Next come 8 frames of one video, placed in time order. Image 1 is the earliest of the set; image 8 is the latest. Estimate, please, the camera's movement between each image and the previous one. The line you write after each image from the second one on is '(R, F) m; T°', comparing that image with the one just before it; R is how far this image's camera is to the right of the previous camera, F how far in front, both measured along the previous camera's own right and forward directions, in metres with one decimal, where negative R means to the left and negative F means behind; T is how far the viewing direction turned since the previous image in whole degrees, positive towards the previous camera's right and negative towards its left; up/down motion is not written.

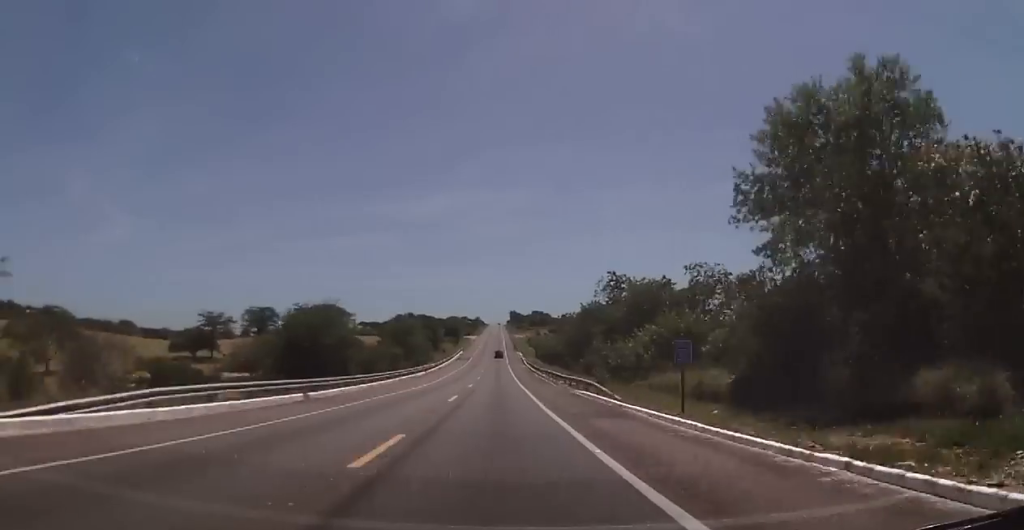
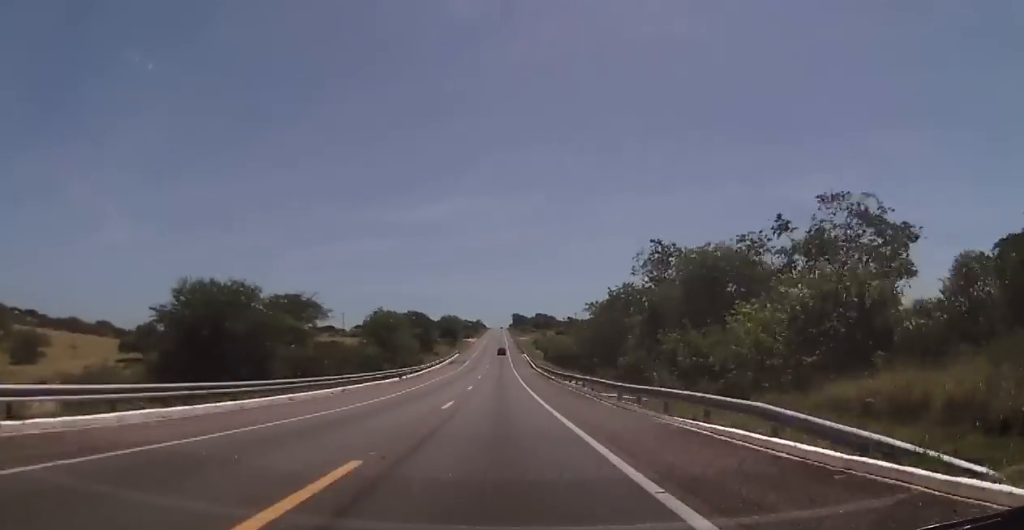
(0.0, +22.2) m; 0°
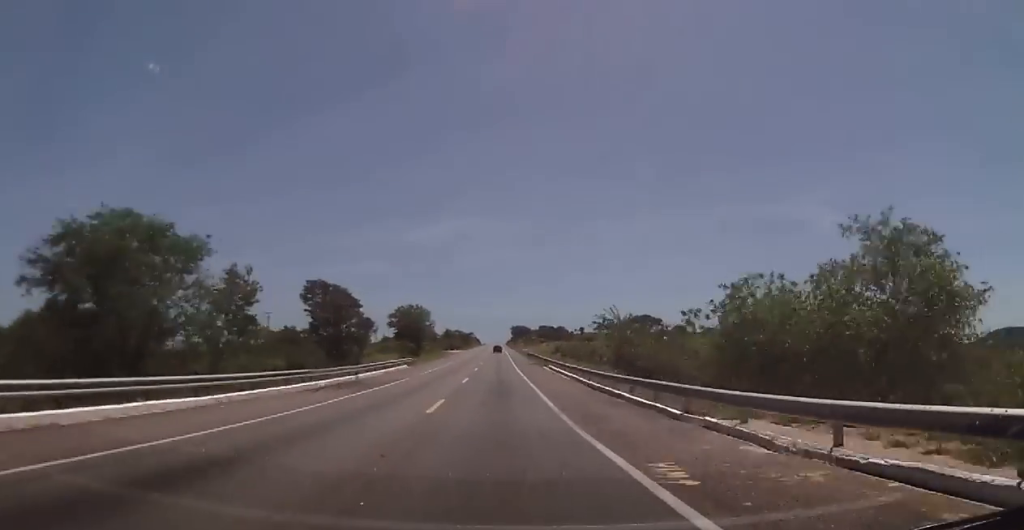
(+0.1, +75.7) m; 0°
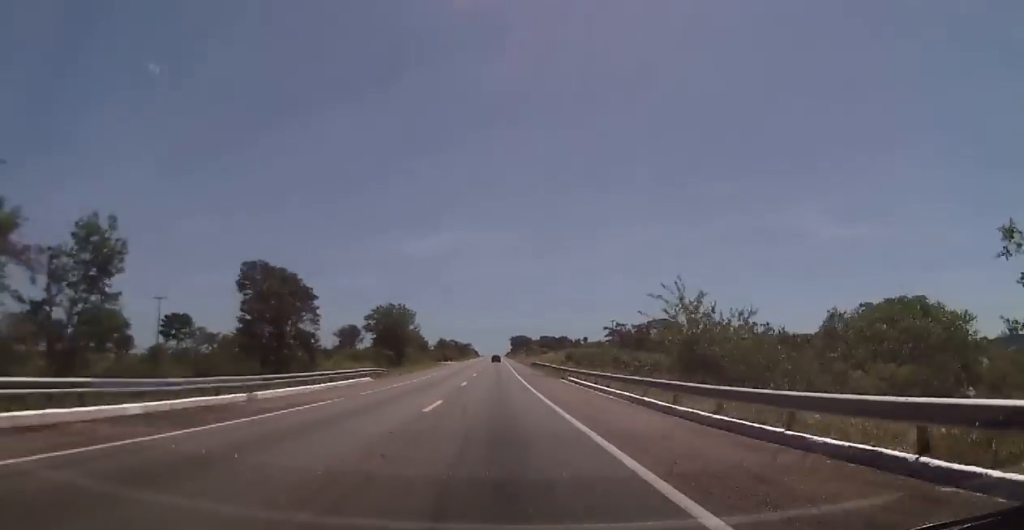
(0.0, +18.3) m; 0°
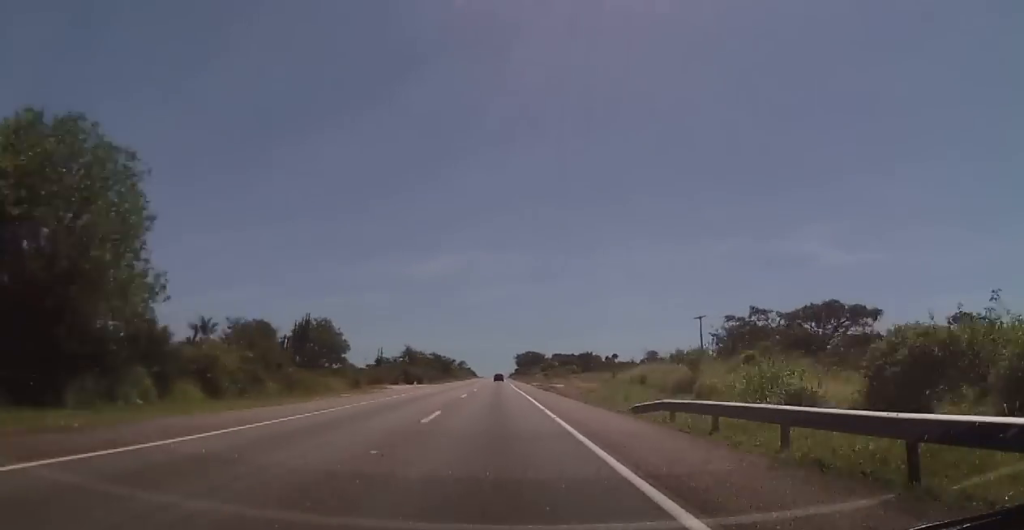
(+0.1, +73.0) m; 0°
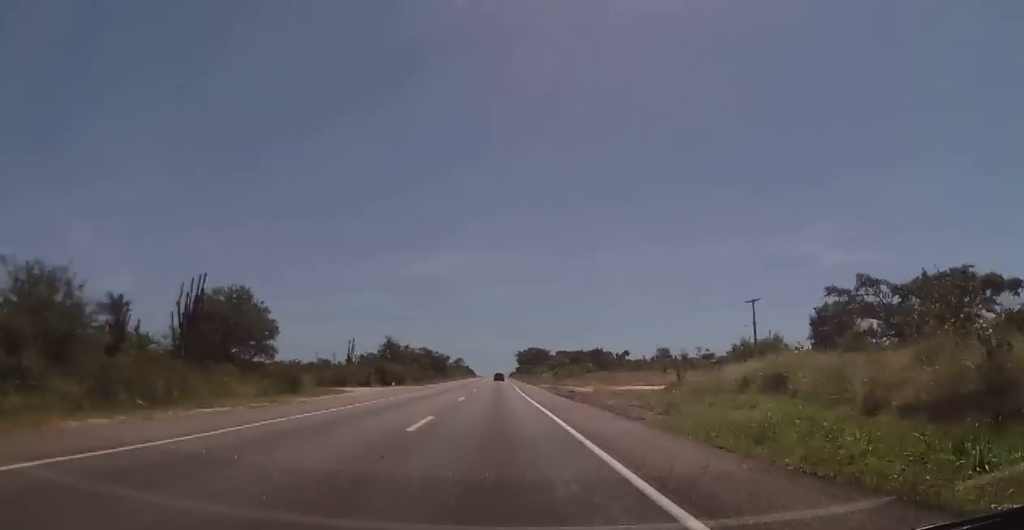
(0.0, +20.9) m; 0°
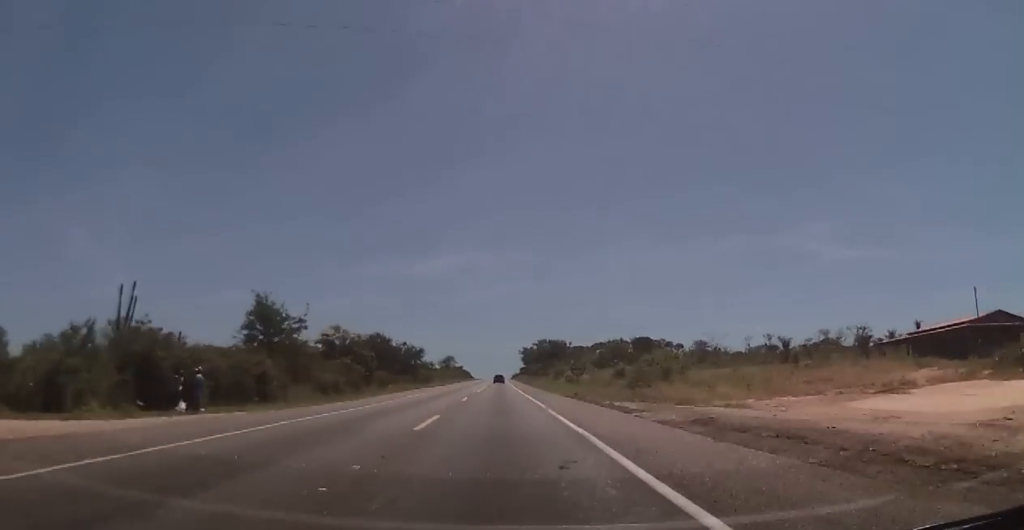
(-0.6, +53.9) m; 0°
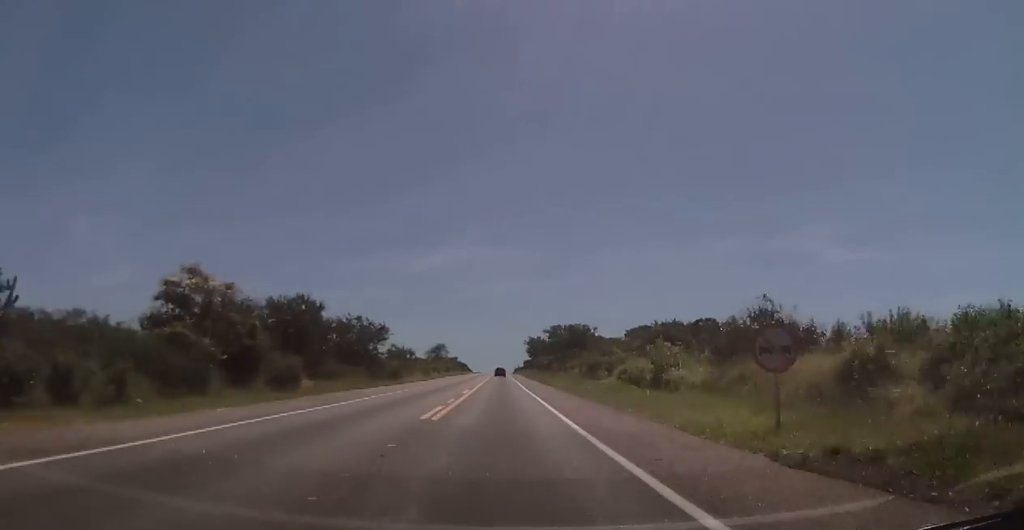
(+0.4, +34.2) m; +1°
